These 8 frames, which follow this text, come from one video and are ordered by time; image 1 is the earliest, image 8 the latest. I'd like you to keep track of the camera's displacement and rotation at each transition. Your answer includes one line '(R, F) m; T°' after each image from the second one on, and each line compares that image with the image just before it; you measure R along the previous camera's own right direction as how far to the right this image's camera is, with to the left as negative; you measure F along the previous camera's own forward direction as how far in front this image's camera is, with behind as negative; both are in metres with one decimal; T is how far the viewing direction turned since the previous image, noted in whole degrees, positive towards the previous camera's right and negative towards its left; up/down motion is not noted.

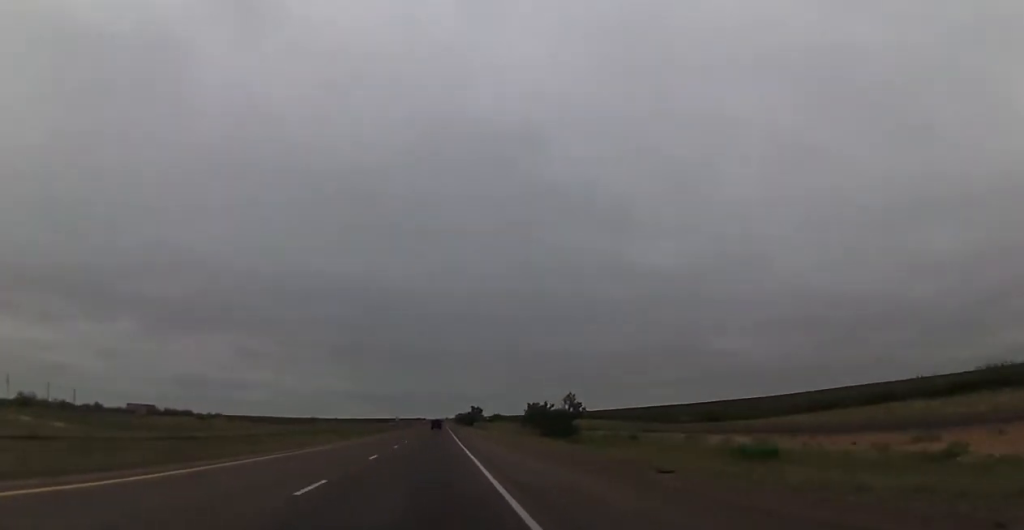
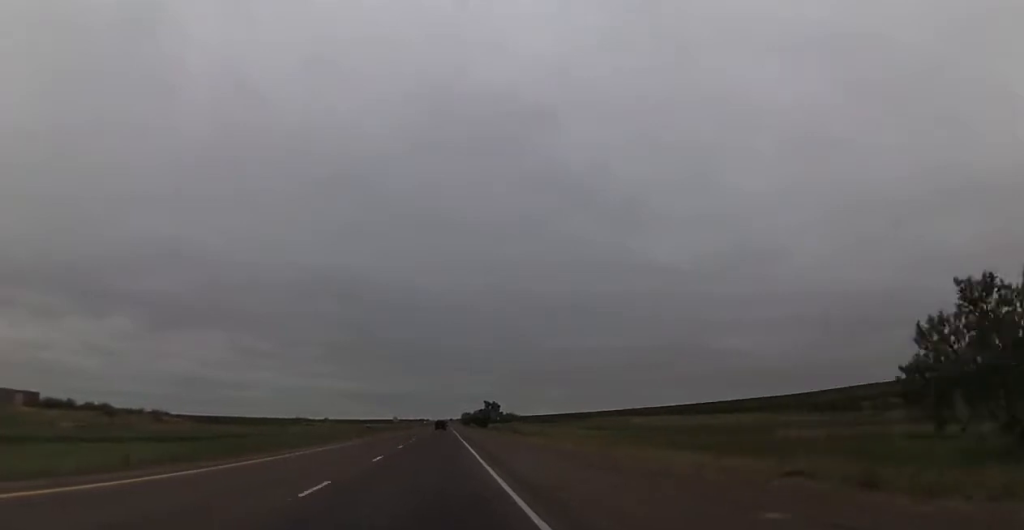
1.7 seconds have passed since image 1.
(+0.1, +60.8) m; 0°
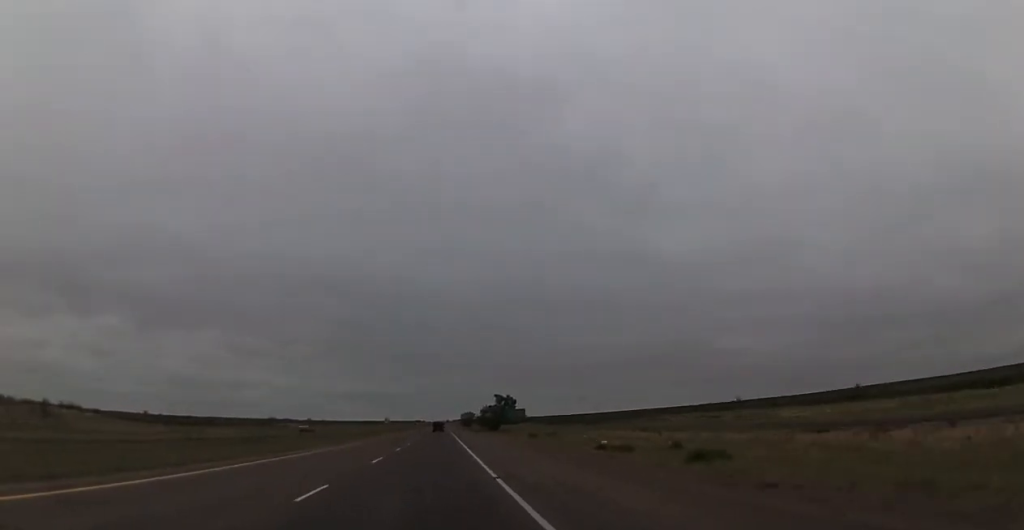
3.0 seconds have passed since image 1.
(-0.1, +48.6) m; -1°
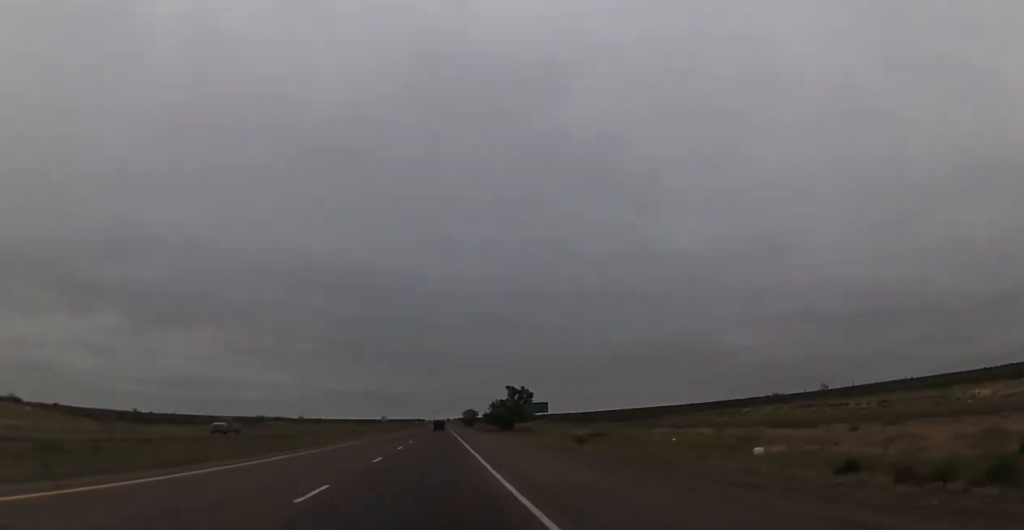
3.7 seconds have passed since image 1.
(-0.1, +24.4) m; 0°
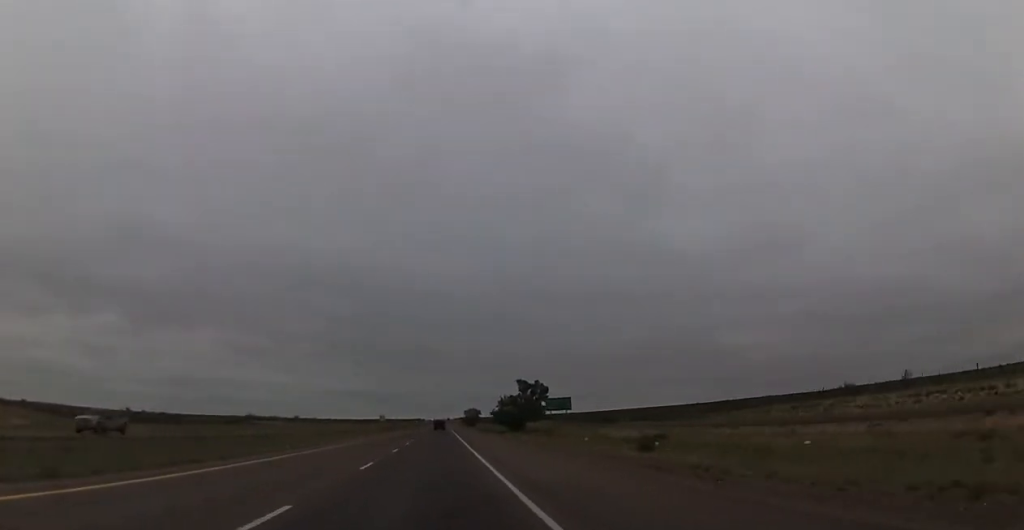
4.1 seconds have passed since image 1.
(-0.2, +15.9) m; 0°
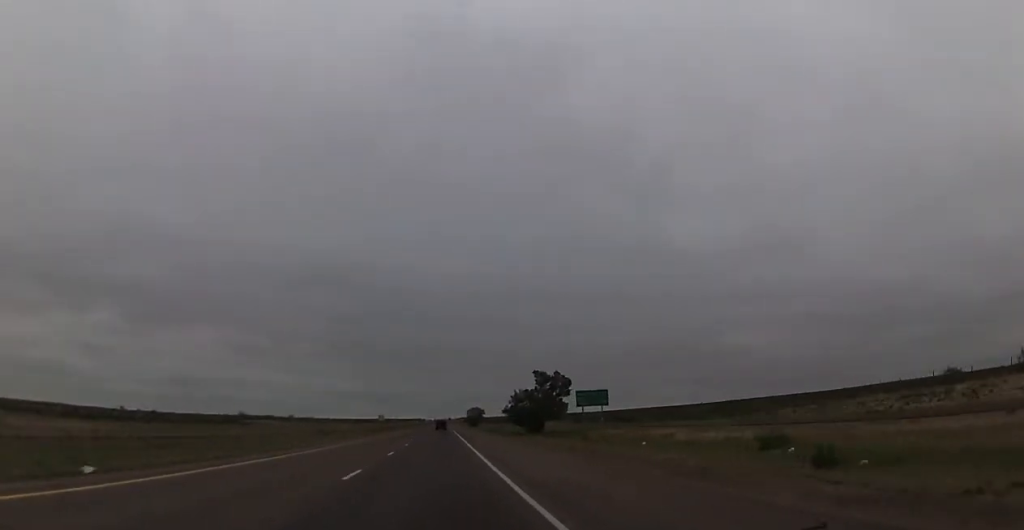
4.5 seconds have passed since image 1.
(0.0, +15.9) m; 0°
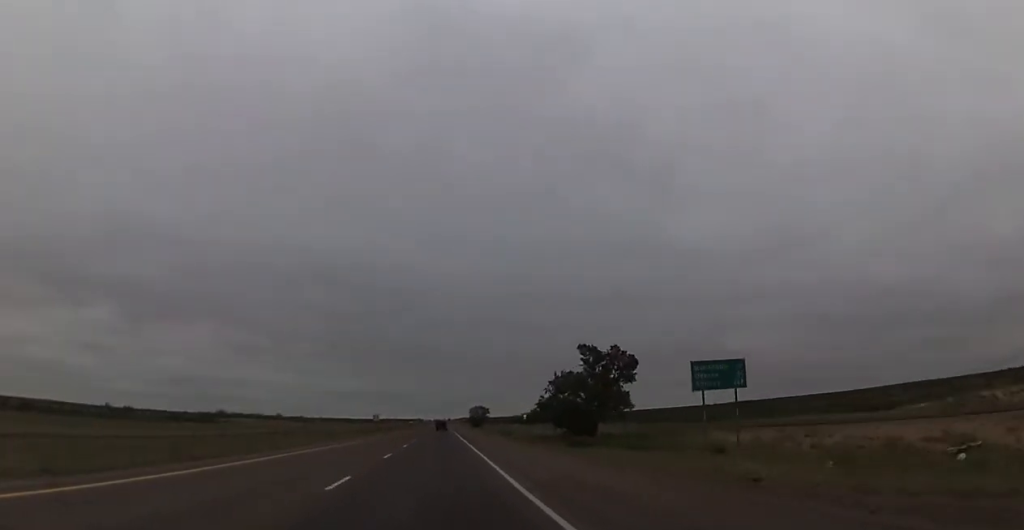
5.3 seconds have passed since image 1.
(+0.3, +26.9) m; +1°
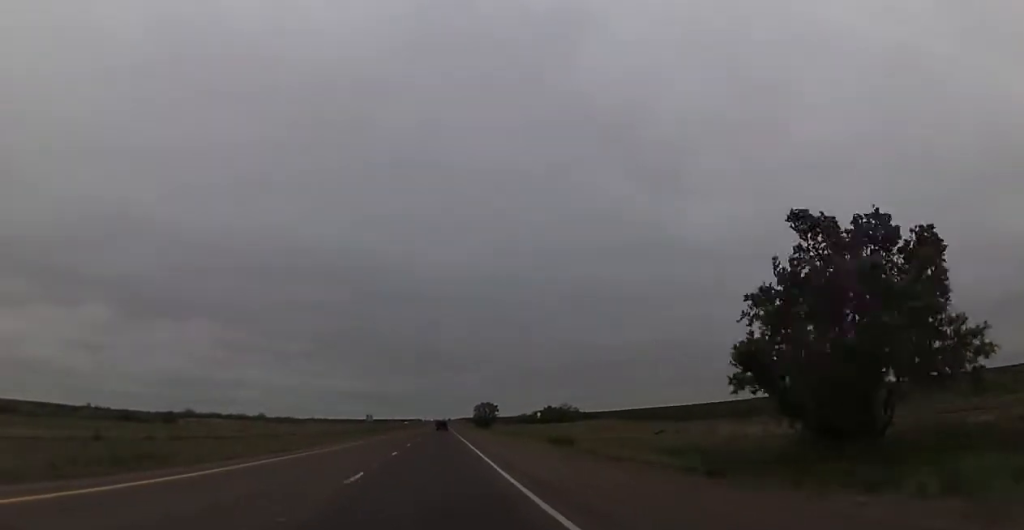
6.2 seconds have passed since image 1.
(+0.1, +34.2) m; 0°
